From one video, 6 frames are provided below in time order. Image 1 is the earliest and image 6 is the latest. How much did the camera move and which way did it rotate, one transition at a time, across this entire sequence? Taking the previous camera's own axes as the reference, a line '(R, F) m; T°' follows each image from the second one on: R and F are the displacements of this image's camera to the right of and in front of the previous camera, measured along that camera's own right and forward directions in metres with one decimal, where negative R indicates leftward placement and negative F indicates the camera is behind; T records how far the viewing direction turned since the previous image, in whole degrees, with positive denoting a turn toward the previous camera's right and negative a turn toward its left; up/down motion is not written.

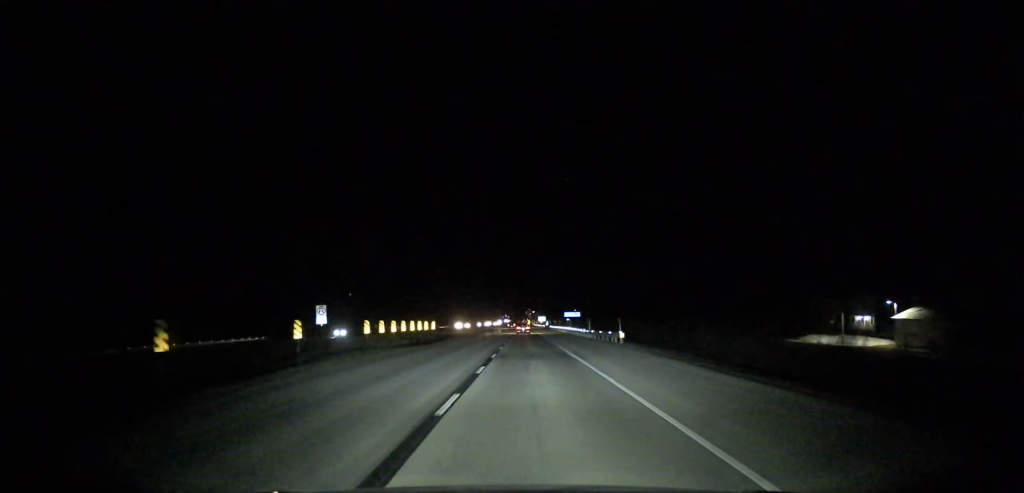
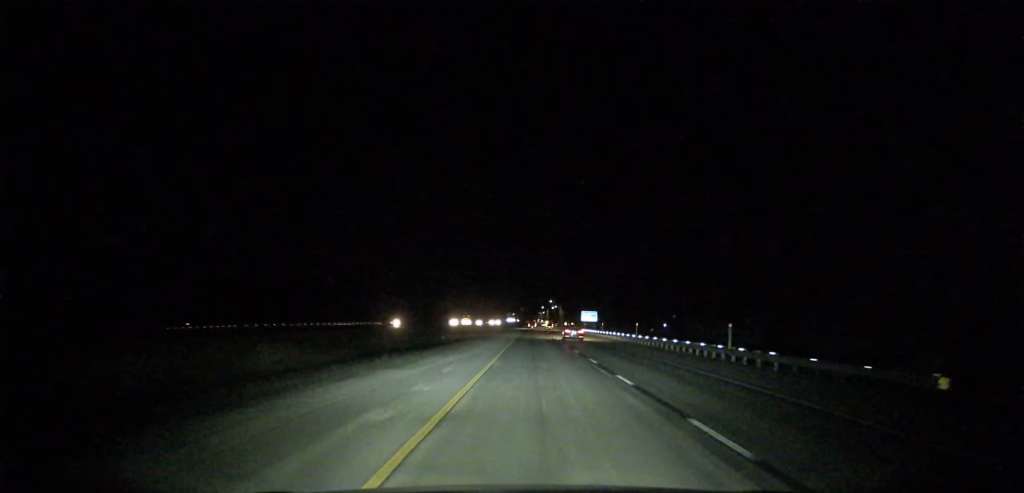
(-0.2, +219.5) m; 0°
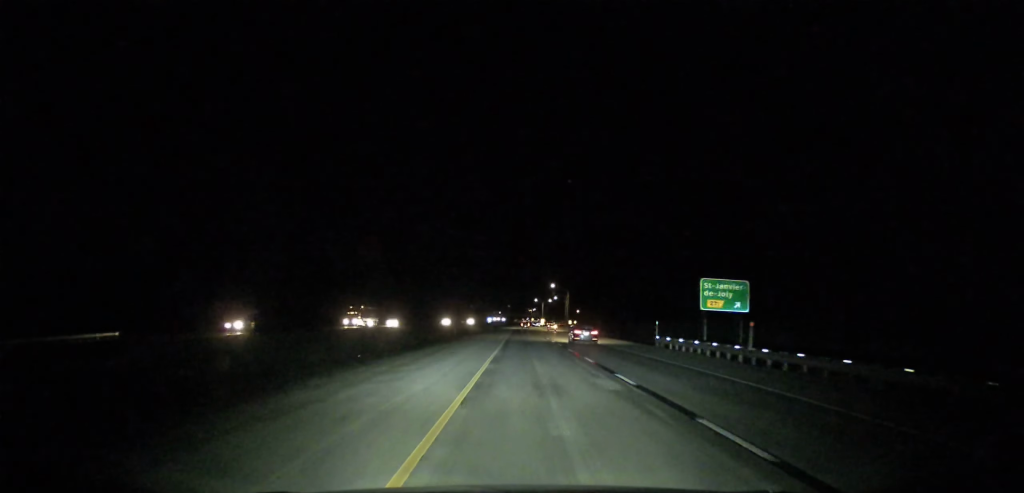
(+0.3, +89.6) m; 0°
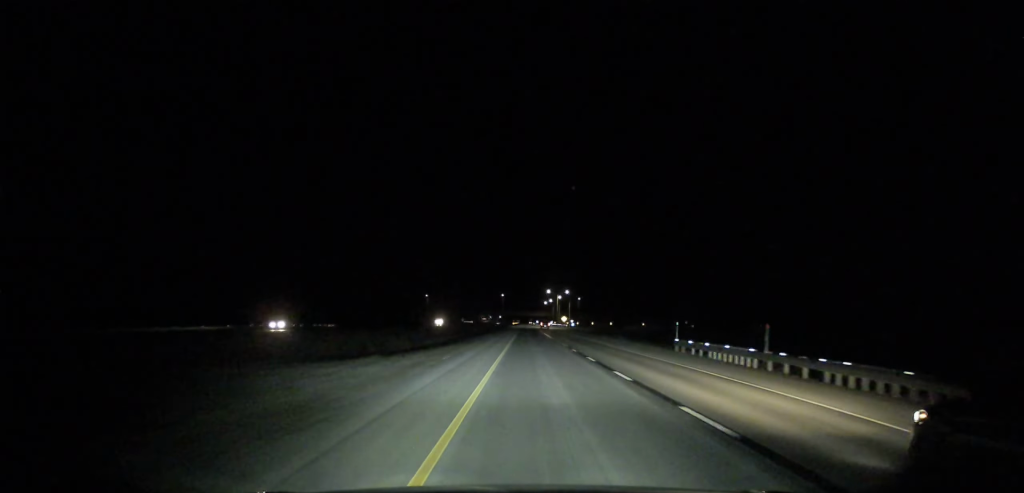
(-0.5, +380.6) m; 0°
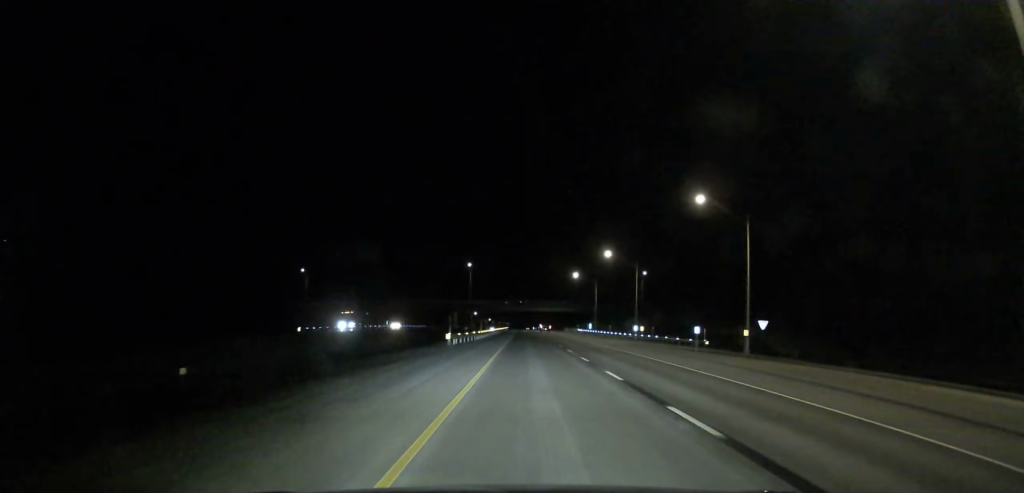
(+0.6, +228.5) m; 0°
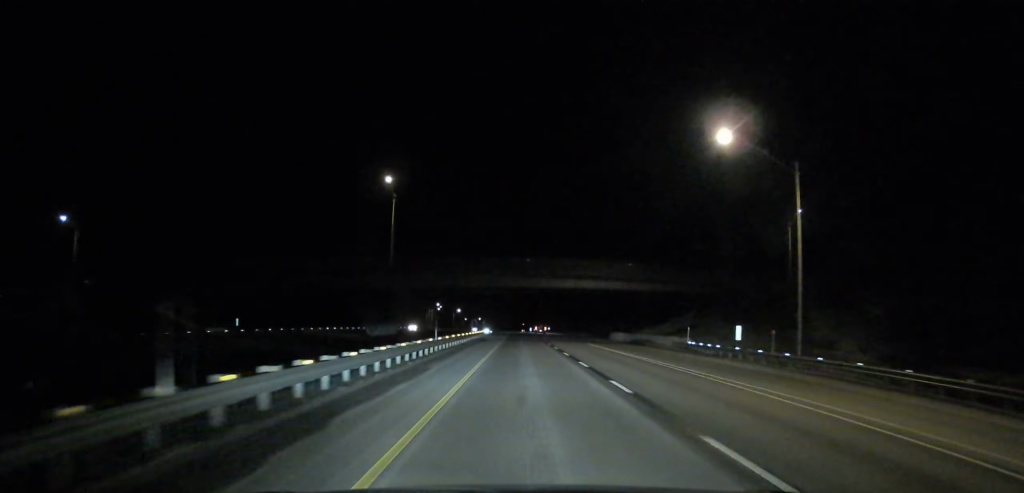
(0.0, +107.4) m; 0°
